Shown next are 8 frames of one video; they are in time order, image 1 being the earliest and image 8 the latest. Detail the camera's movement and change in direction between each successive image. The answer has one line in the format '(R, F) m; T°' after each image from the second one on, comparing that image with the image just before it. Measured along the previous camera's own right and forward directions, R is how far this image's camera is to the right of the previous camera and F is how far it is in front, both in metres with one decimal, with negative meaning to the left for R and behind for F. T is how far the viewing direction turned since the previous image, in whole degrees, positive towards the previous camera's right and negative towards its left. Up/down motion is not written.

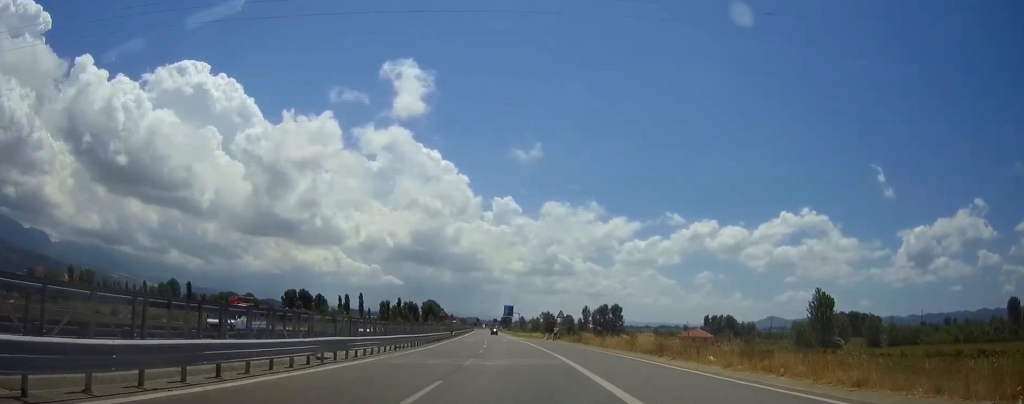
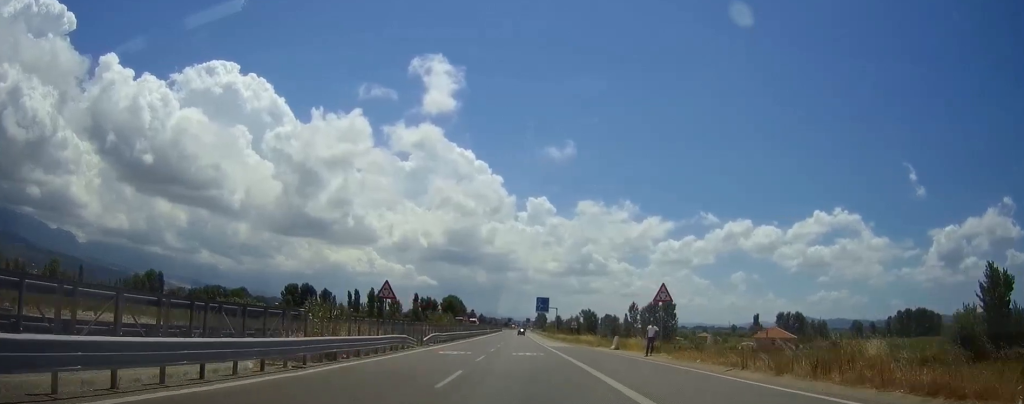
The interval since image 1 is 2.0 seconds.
(-1.1, +46.1) m; -3°
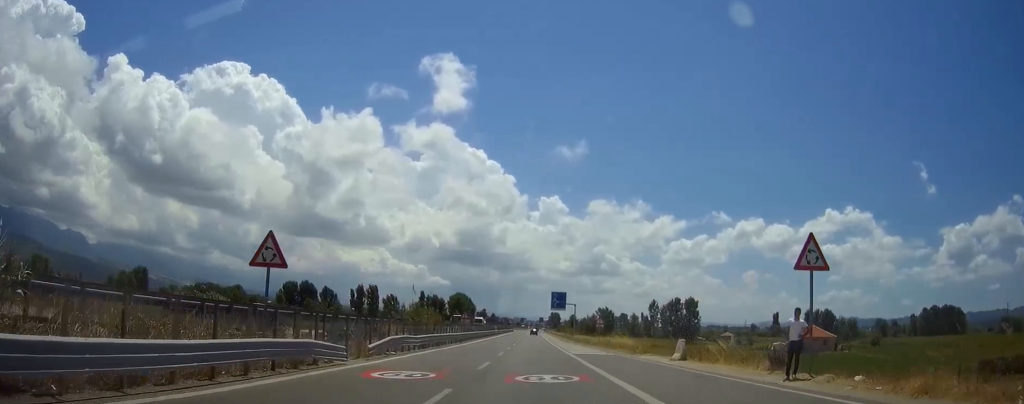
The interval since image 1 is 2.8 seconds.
(-0.2, +17.5) m; -1°
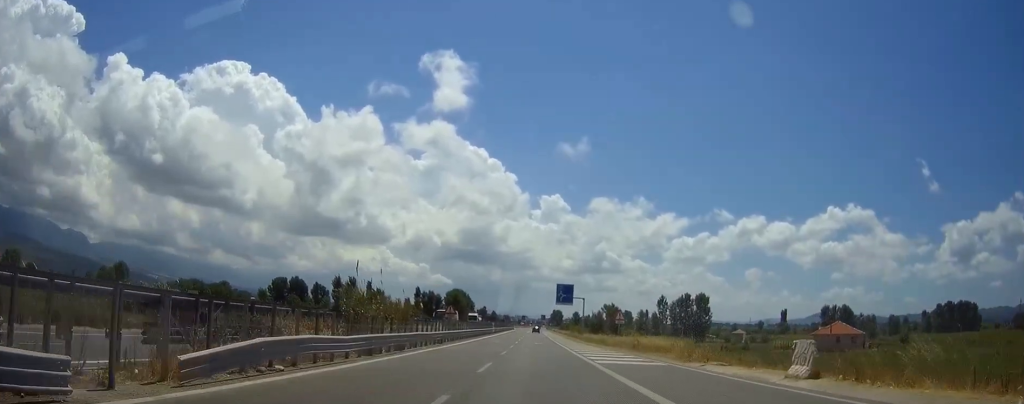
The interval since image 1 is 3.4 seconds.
(-0.1, +14.3) m; 0°
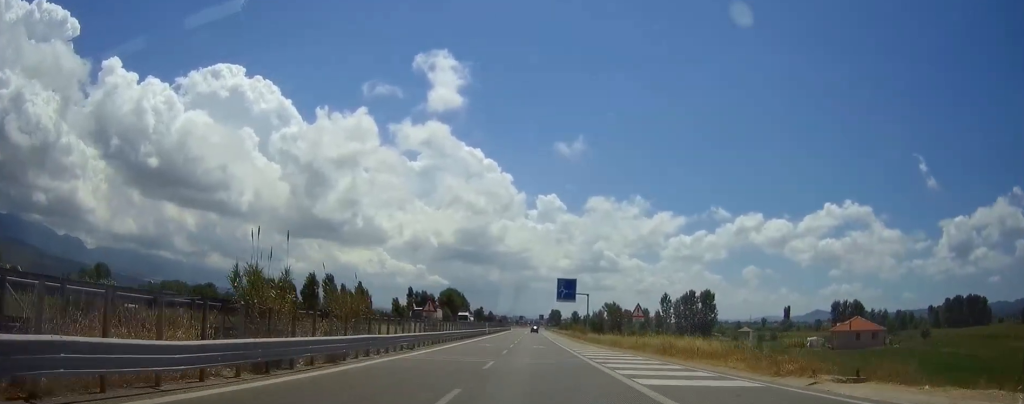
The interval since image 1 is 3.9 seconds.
(+0.1, +10.4) m; 0°
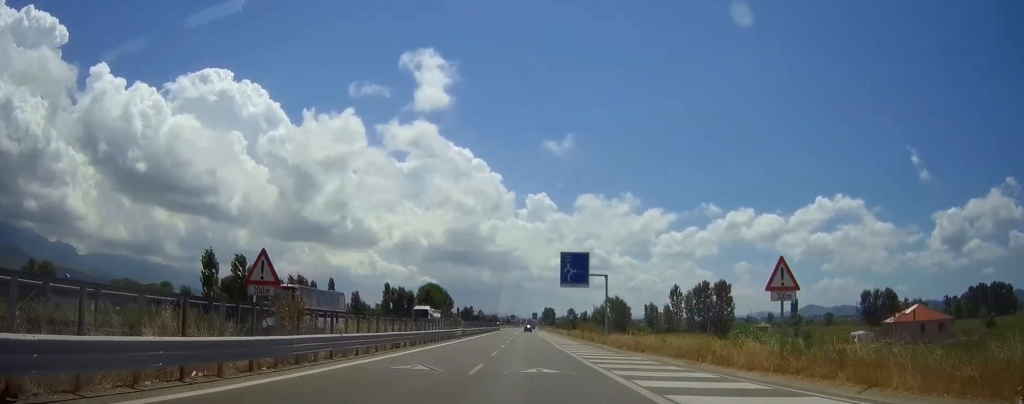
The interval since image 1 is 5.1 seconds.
(0.0, +28.1) m; 0°
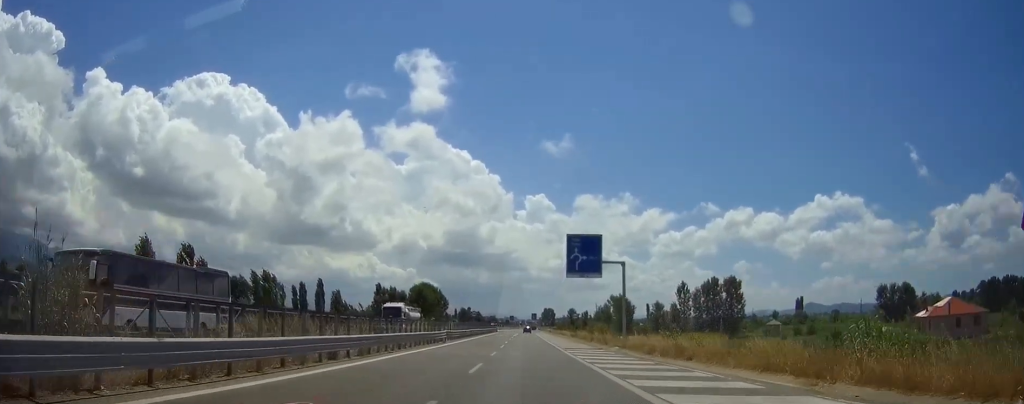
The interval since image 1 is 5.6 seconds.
(0.0, +11.3) m; 0°
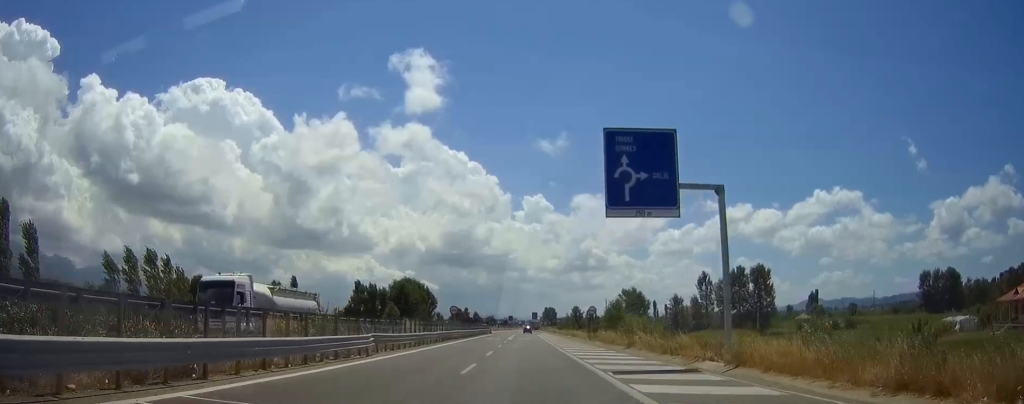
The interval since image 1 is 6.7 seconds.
(+0.1, +24.3) m; 0°
